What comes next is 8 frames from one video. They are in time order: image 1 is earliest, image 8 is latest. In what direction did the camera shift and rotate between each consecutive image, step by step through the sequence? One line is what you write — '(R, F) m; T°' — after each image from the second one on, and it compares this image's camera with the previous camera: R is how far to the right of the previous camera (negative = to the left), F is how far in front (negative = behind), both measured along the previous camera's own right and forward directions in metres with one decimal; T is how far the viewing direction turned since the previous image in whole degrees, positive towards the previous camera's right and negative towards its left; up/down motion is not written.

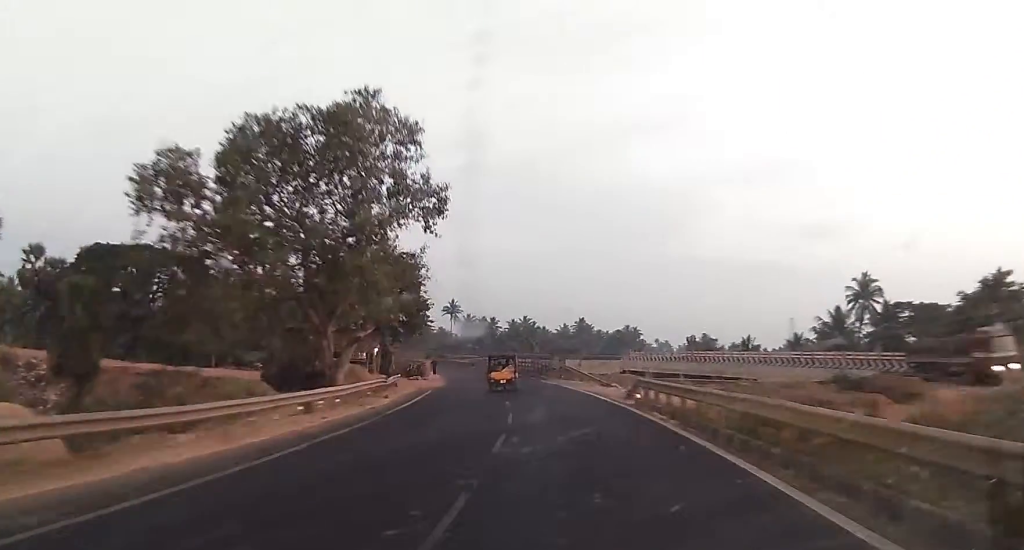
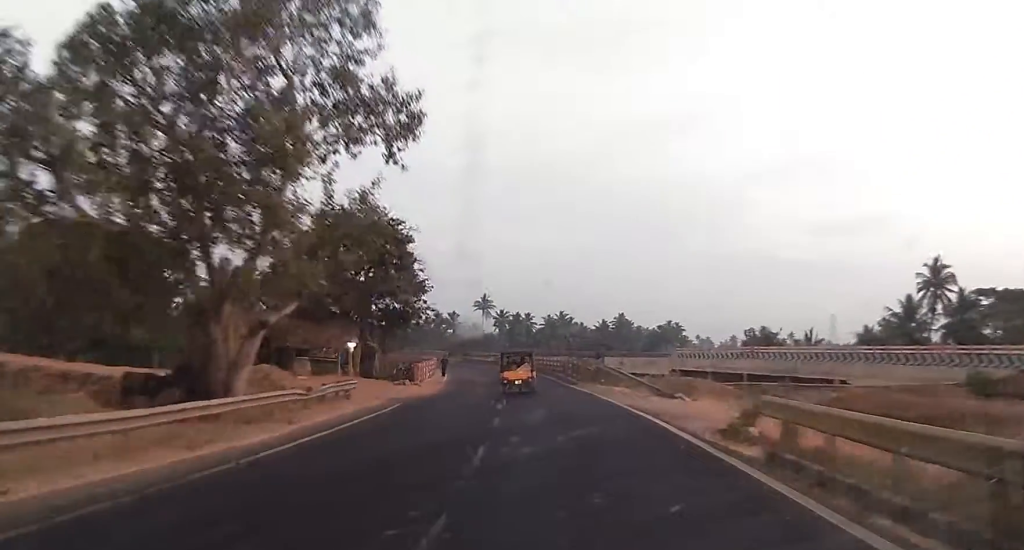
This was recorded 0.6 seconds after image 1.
(-0.1, +14.5) m; -2°
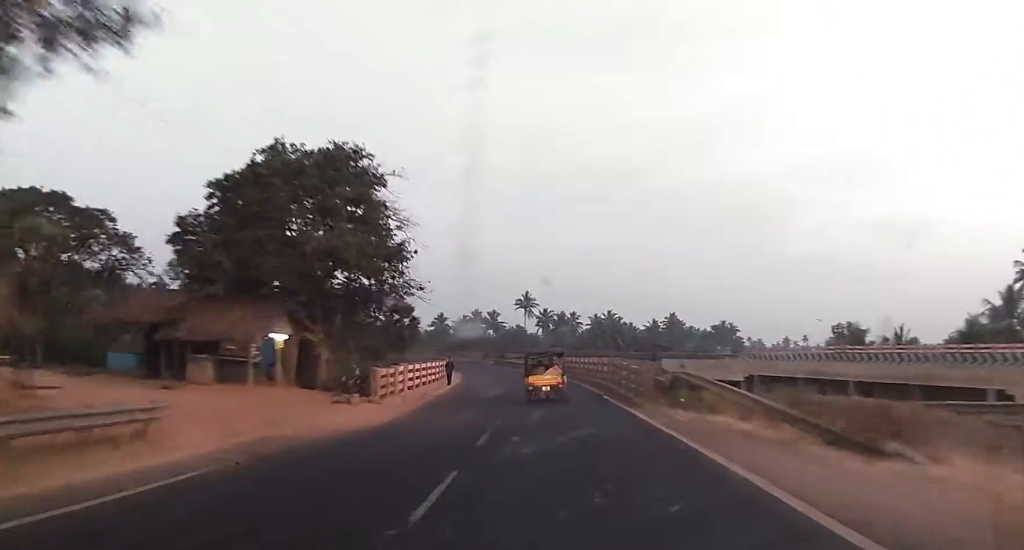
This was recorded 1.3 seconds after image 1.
(+0.1, +17.3) m; -3°
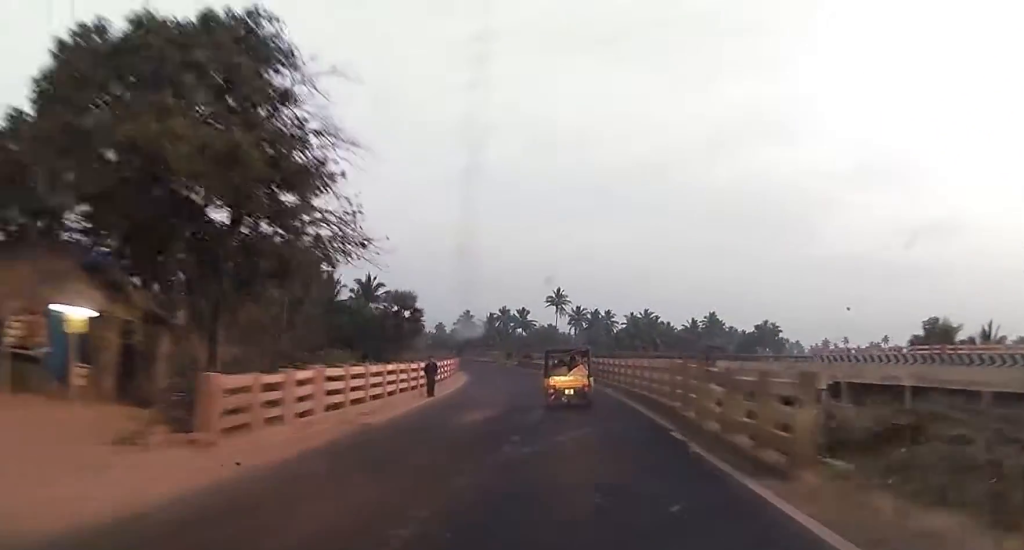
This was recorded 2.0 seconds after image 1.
(-0.9, +14.7) m; -4°
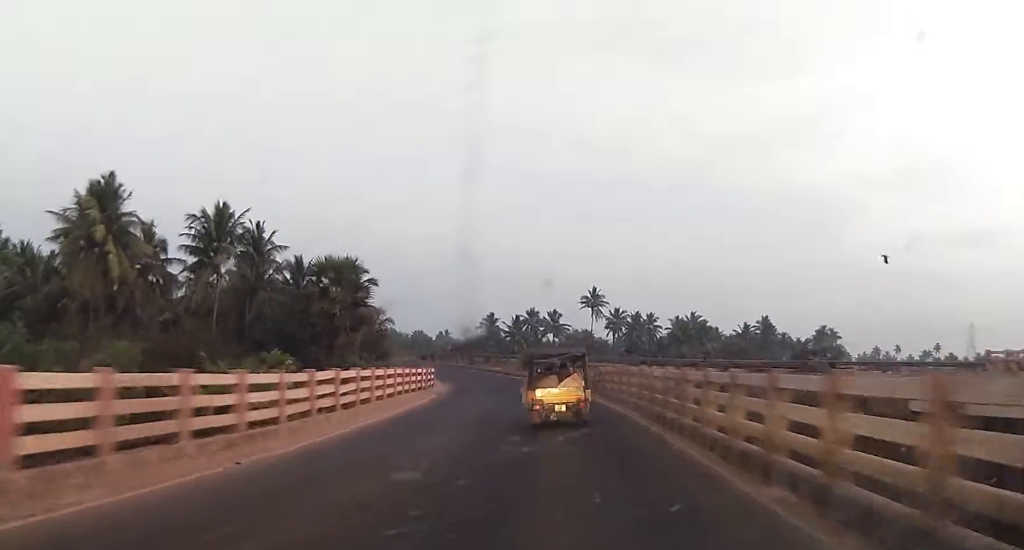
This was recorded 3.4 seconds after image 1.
(-1.5, +27.4) m; -7°
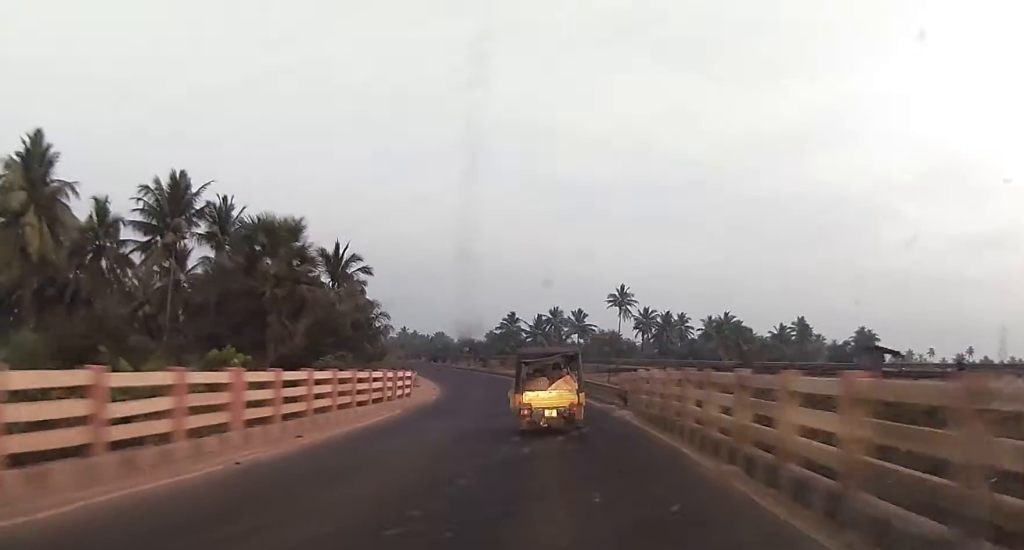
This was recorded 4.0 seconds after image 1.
(-0.9, +12.1) m; -1°
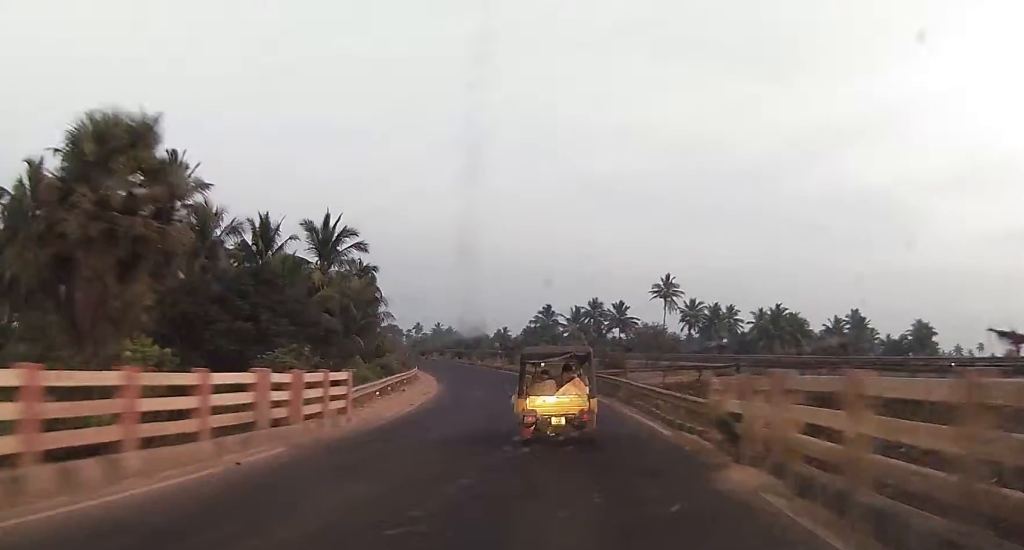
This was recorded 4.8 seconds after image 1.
(+0.2, +13.4) m; -1°
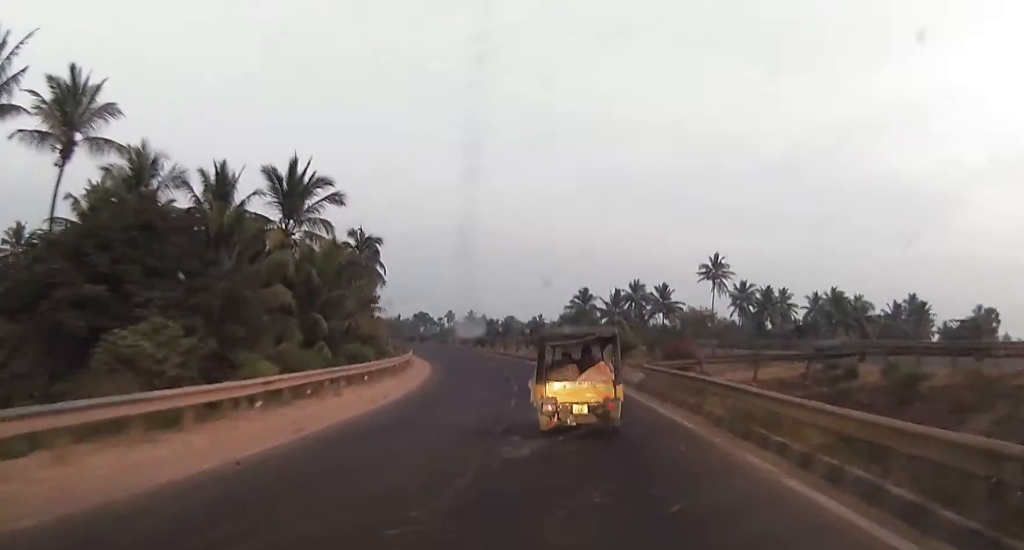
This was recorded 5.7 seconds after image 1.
(-0.2, +14.6) m; -2°
